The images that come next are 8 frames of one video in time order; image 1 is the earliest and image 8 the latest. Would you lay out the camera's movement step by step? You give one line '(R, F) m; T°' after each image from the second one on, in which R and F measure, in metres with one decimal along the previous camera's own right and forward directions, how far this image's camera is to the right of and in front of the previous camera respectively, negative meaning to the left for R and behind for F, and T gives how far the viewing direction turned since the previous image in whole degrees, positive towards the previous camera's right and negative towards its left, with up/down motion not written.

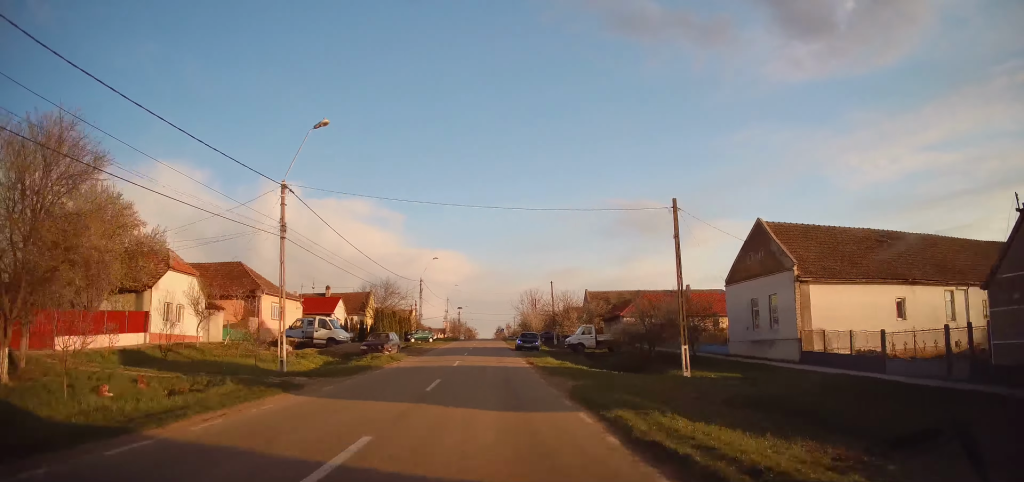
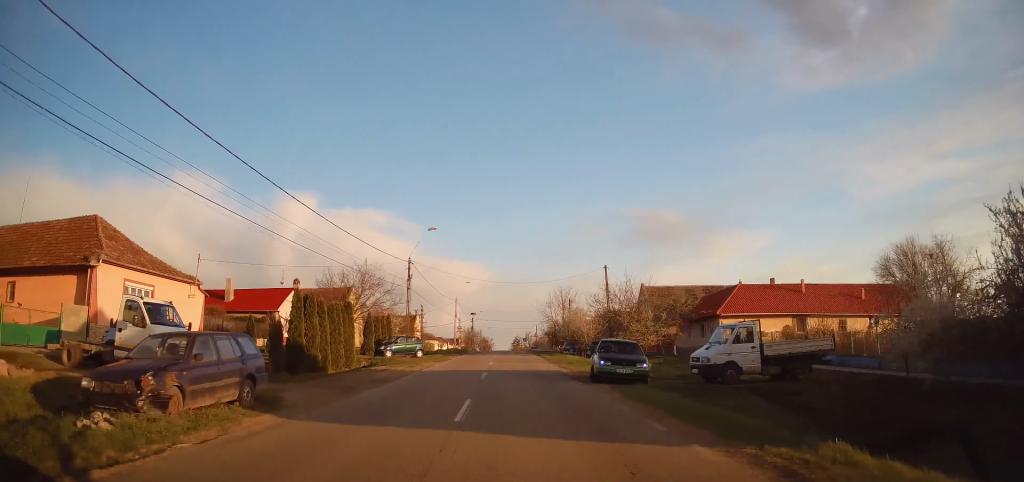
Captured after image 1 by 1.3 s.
(-0.2, +23.0) m; -1°
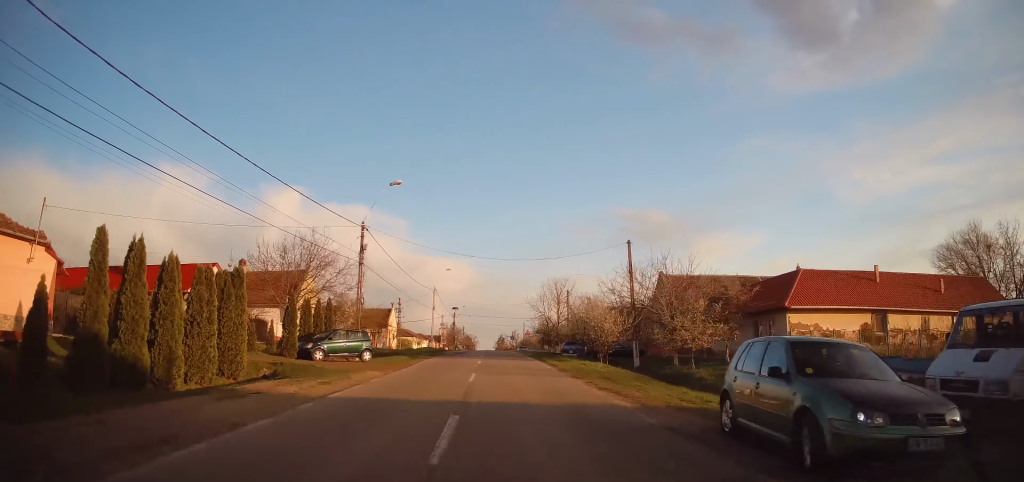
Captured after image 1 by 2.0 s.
(-0.1, +11.7) m; 0°
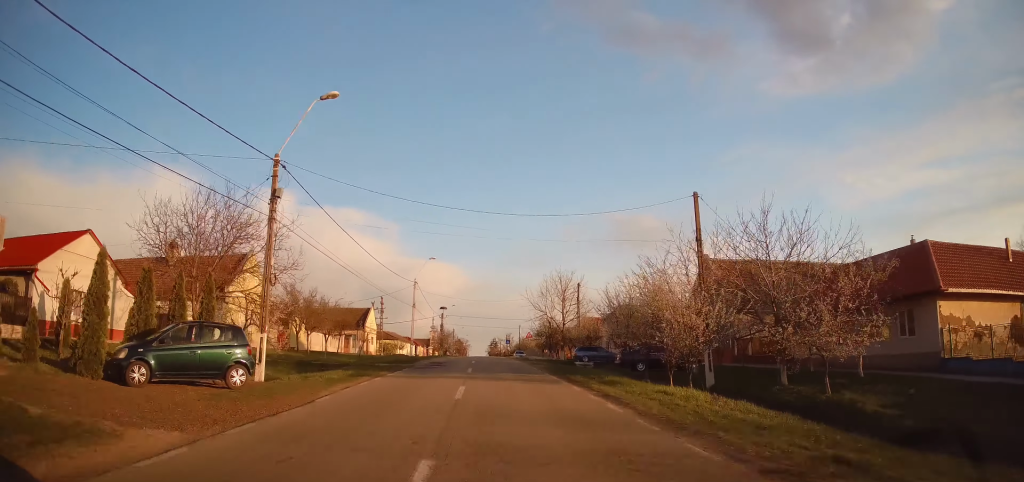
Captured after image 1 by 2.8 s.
(+0.2, +12.2) m; +1°
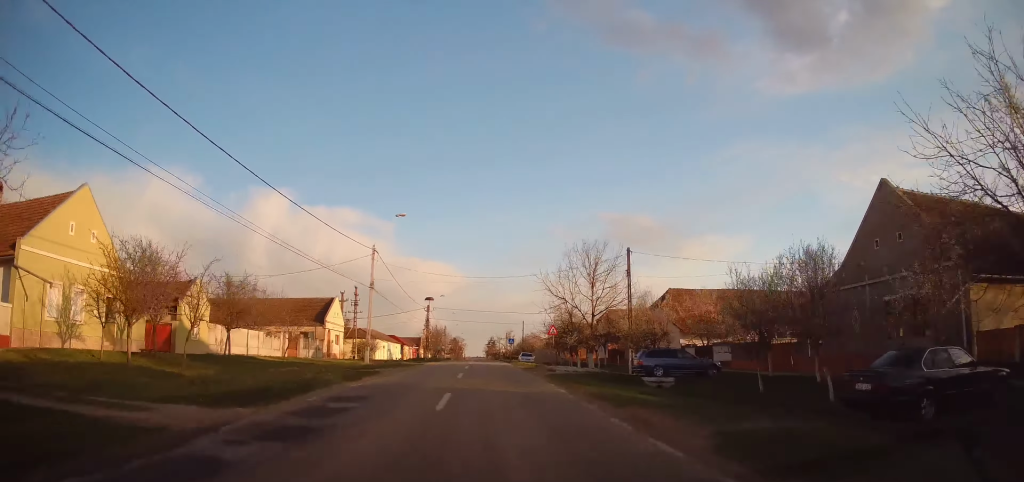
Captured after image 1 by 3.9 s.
(+0.2, +19.7) m; +2°
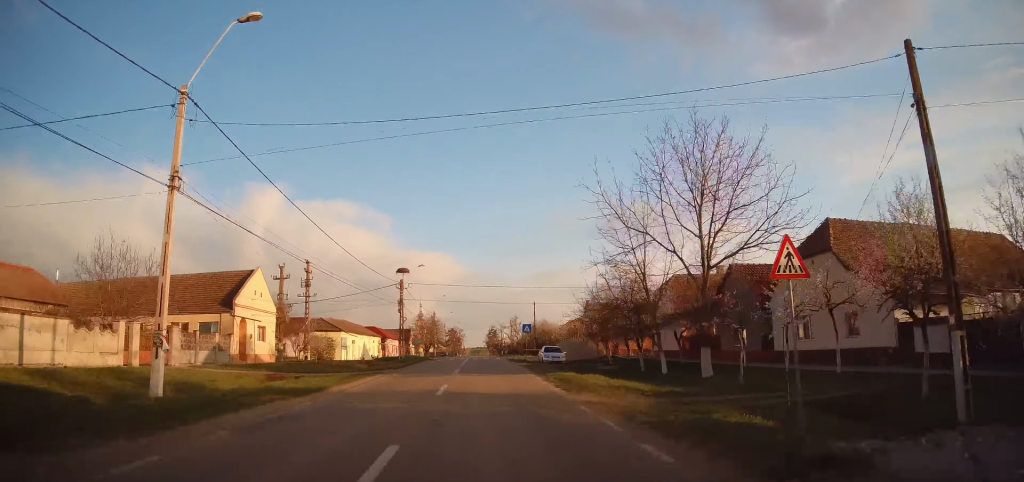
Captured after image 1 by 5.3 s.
(+0.3, +24.3) m; 0°
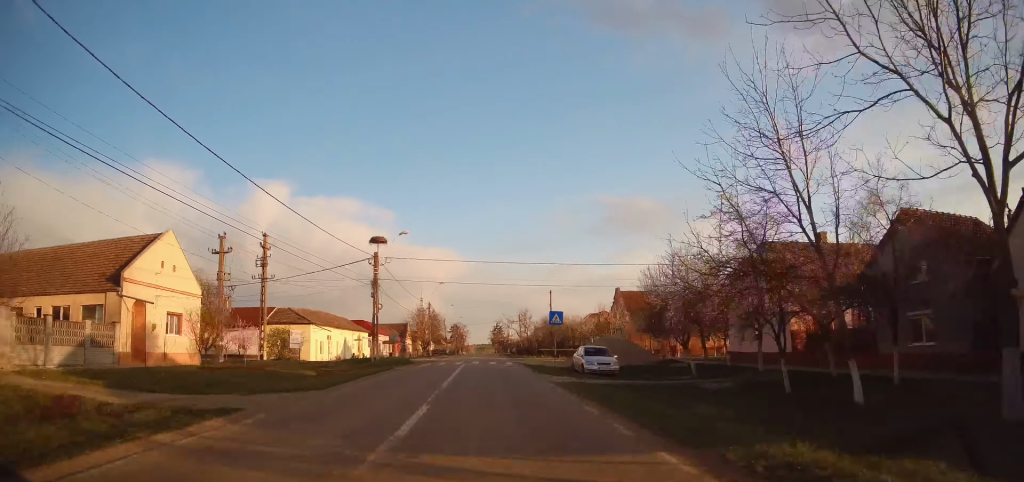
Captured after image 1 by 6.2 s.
(-0.1, +14.6) m; 0°
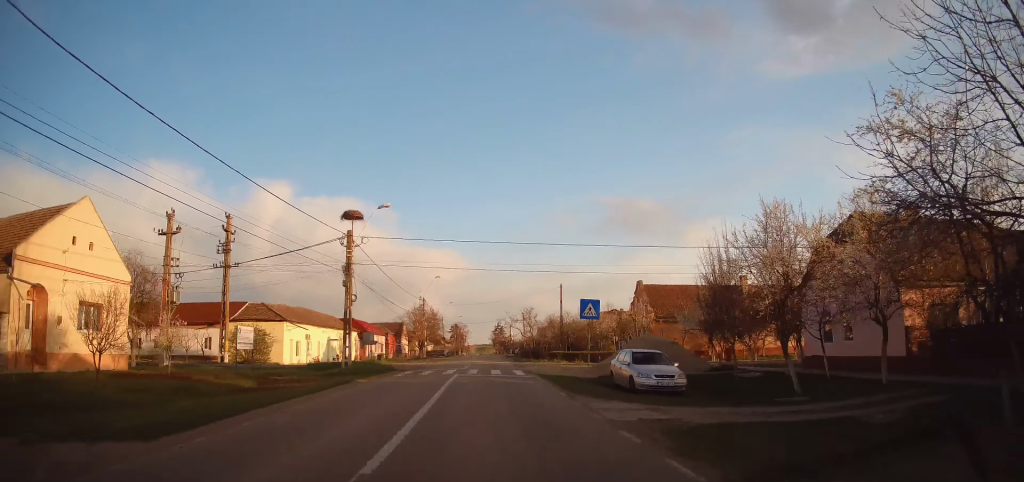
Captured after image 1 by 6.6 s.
(+0.1, +8.2) m; 0°
